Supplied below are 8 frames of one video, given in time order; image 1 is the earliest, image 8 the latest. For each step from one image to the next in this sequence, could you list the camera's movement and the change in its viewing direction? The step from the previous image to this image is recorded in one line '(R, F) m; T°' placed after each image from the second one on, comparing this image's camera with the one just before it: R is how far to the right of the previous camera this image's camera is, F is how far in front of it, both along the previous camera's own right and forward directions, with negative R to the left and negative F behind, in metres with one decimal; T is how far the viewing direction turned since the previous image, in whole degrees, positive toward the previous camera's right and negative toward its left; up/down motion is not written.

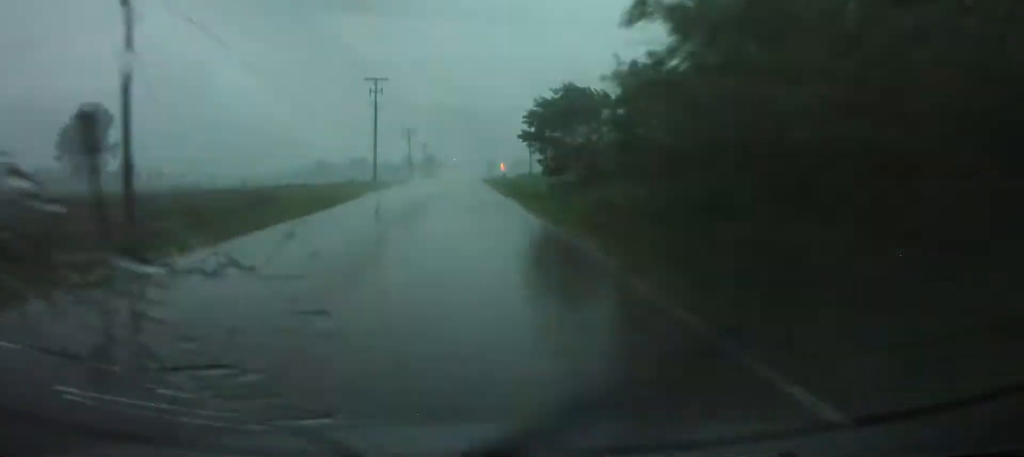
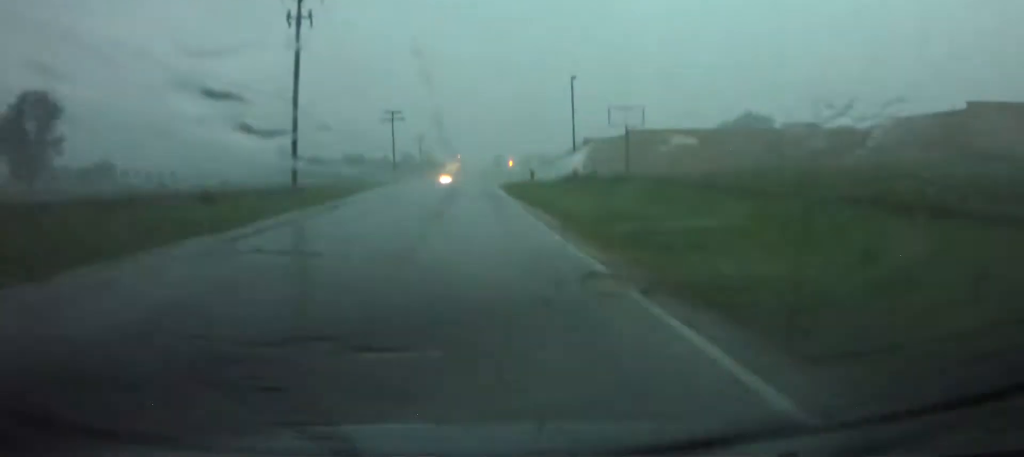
(+0.4, +40.3) m; 0°
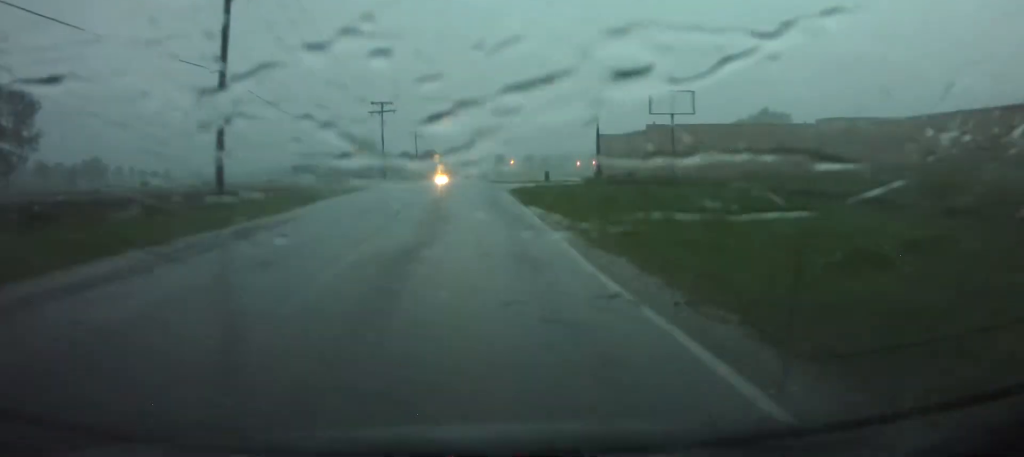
(0.0, +12.8) m; 0°
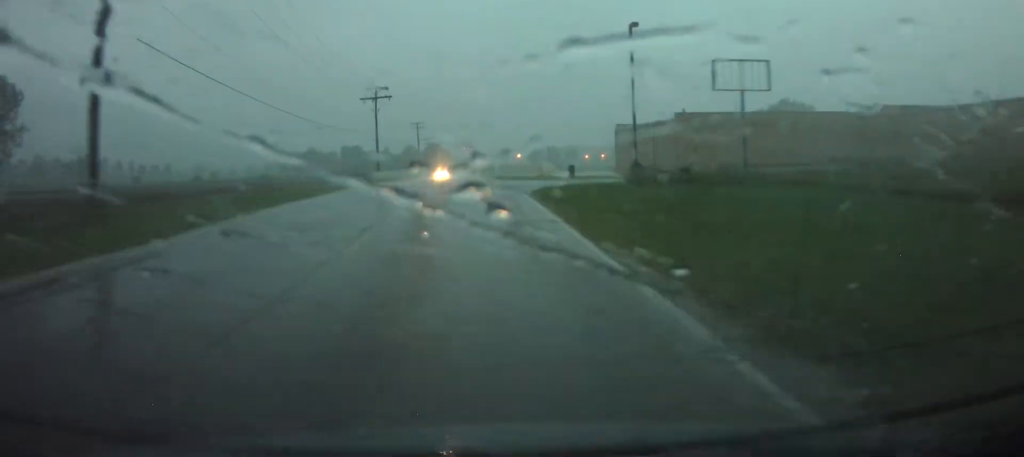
(-0.1, +10.7) m; 0°
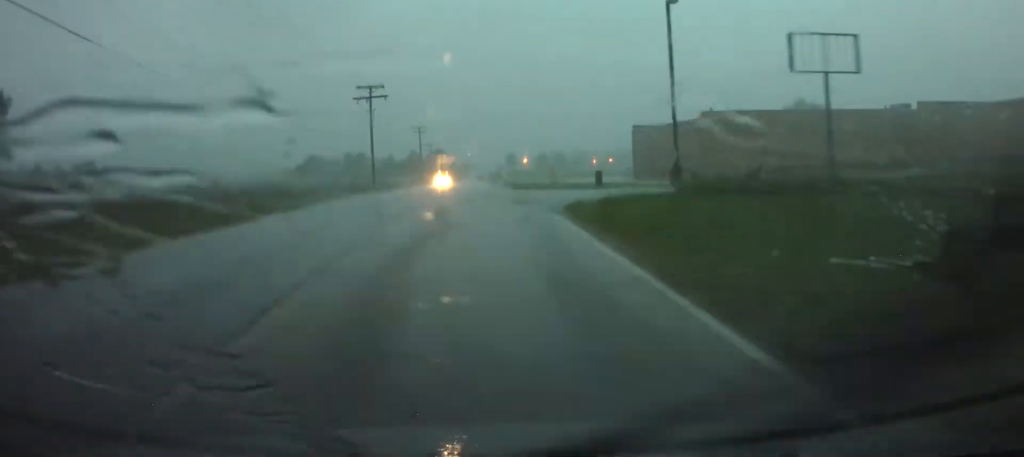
(-0.1, +7.8) m; 0°
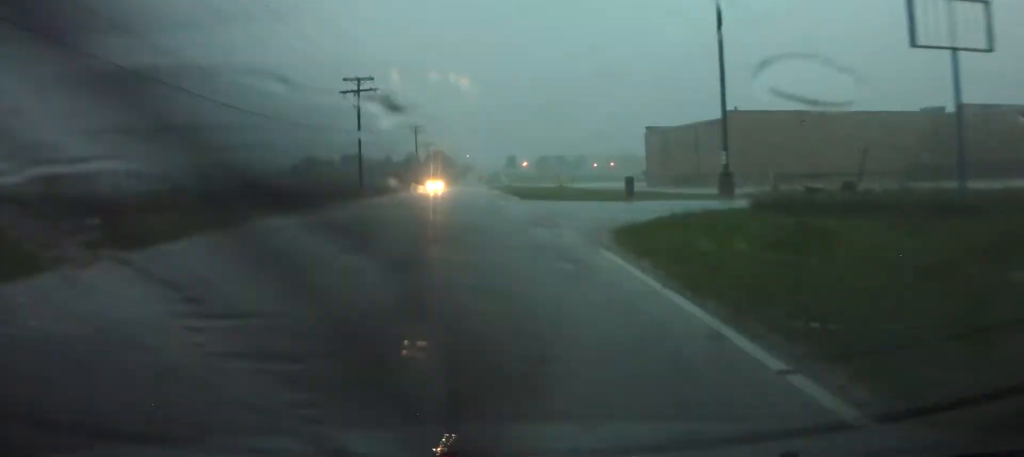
(+0.1, +7.3) m; 0°
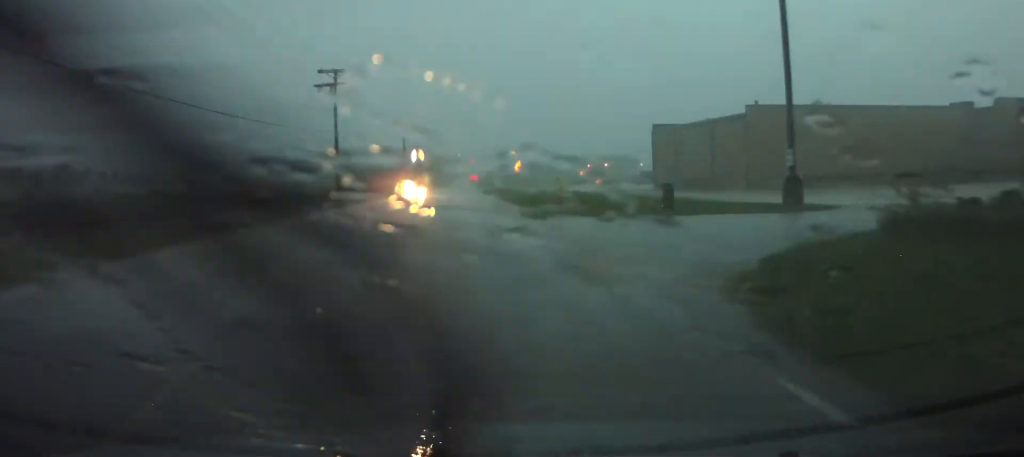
(-0.1, +7.1) m; +4°
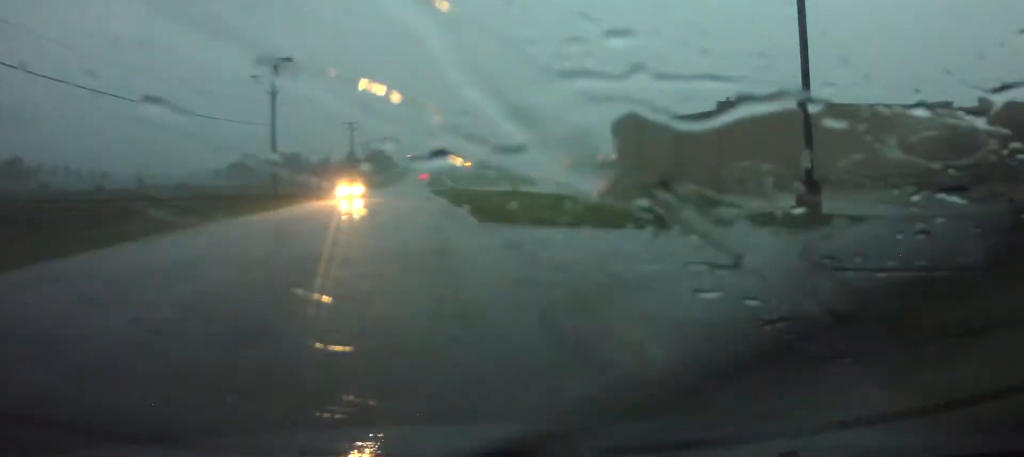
(+0.1, +4.7) m; +7°
